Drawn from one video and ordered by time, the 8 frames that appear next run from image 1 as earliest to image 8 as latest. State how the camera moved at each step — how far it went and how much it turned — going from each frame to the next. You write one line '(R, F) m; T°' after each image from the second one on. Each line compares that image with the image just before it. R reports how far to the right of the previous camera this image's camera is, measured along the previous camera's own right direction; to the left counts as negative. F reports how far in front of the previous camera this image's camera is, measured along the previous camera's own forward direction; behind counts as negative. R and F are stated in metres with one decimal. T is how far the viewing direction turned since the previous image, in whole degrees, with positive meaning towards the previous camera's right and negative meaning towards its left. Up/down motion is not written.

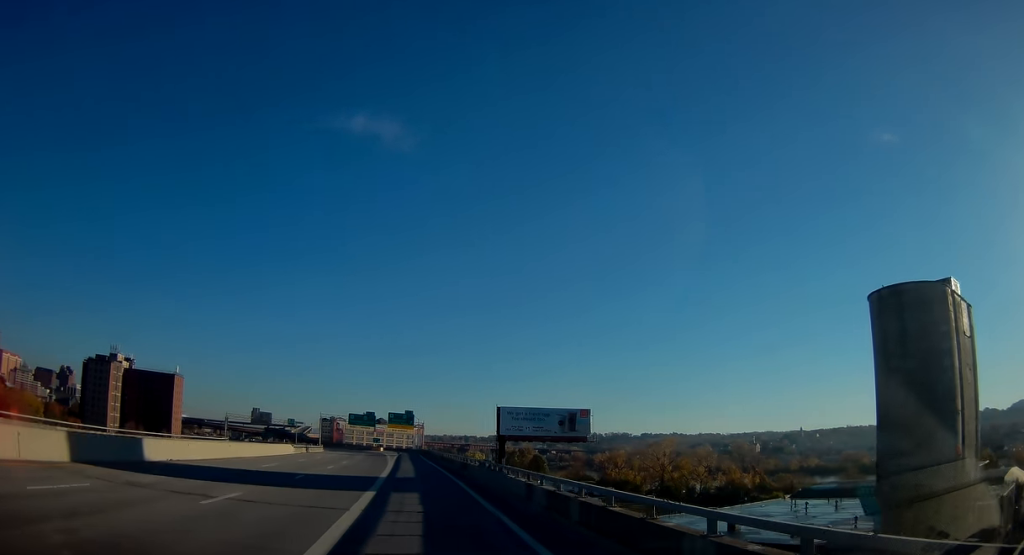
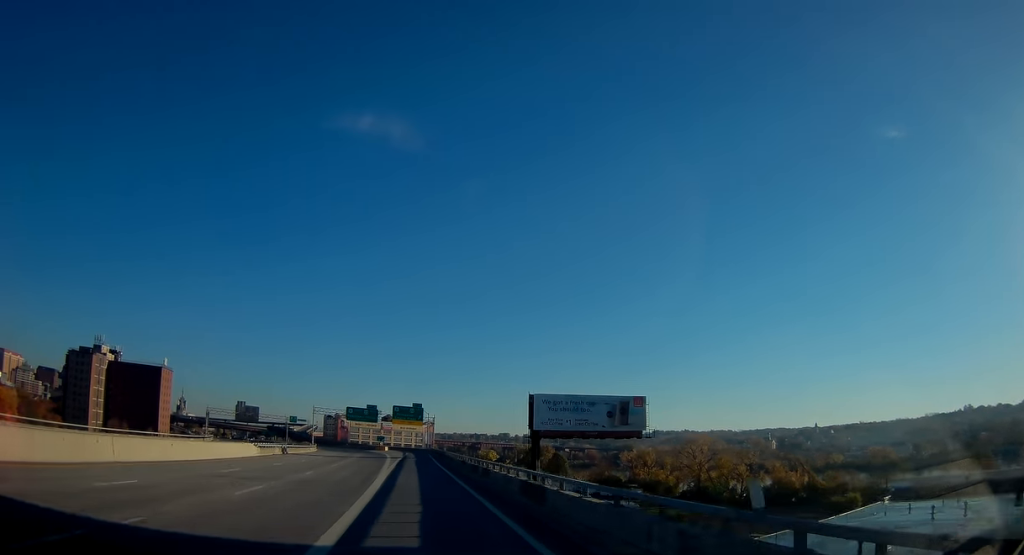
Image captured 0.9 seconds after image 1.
(-0.1, +21.3) m; 0°
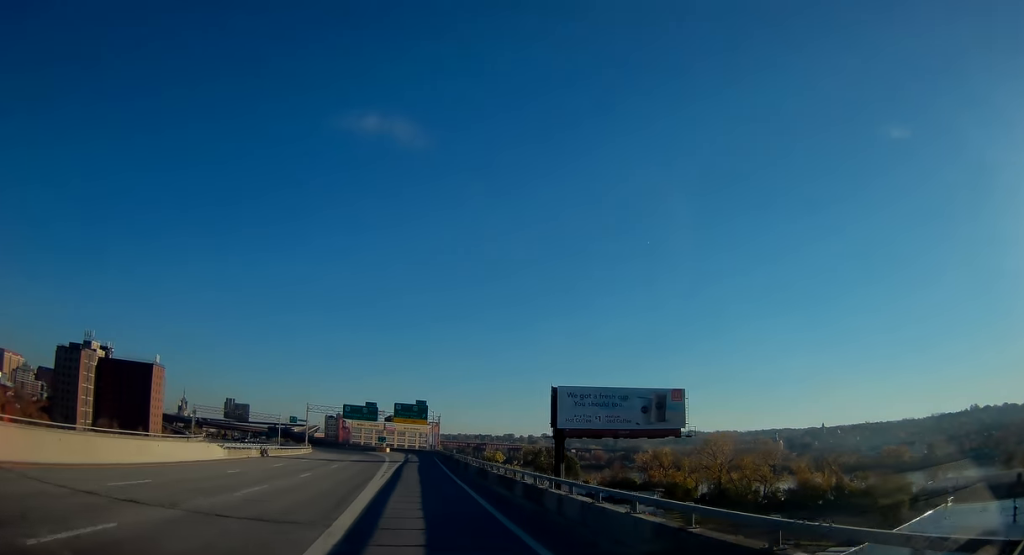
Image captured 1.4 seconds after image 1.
(-0.1, +11.1) m; 0°
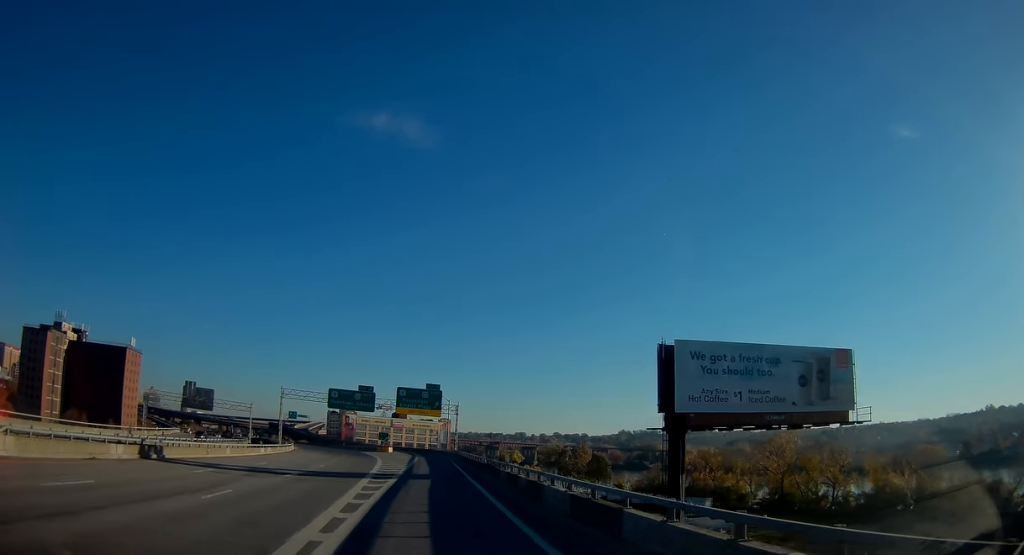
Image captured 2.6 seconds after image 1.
(-0.1, +28.2) m; -1°
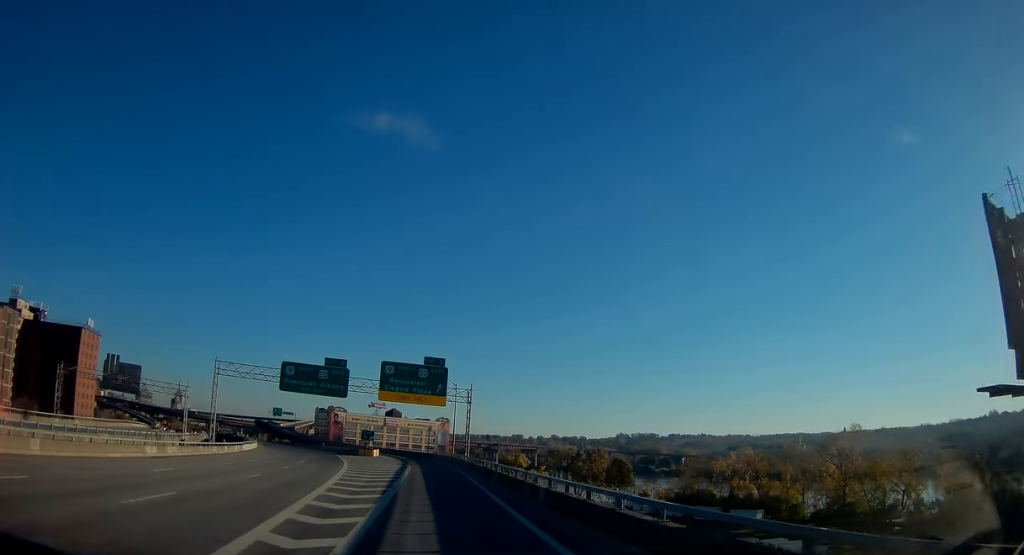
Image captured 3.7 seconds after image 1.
(-0.3, +27.0) m; 0°
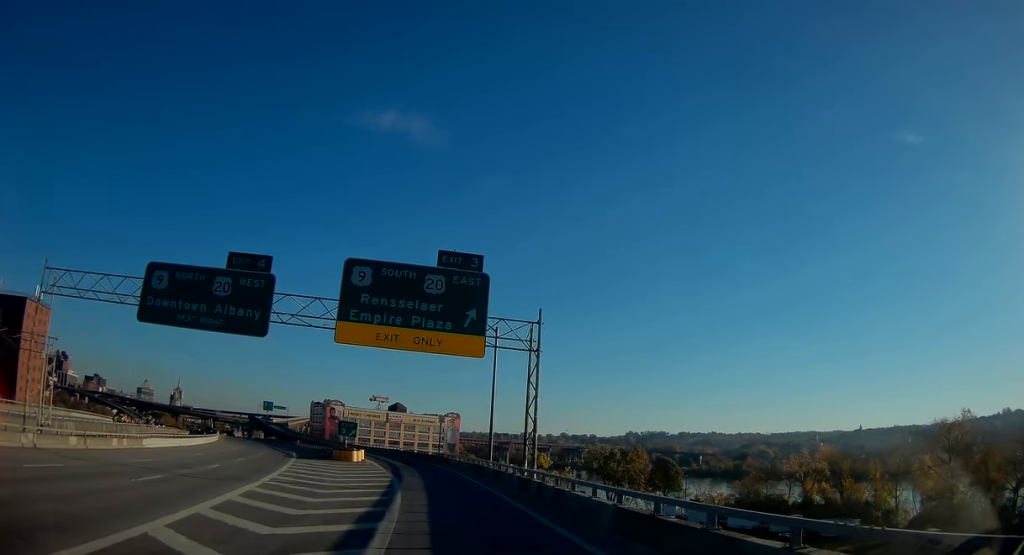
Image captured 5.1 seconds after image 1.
(0.0, +31.0) m; -1°
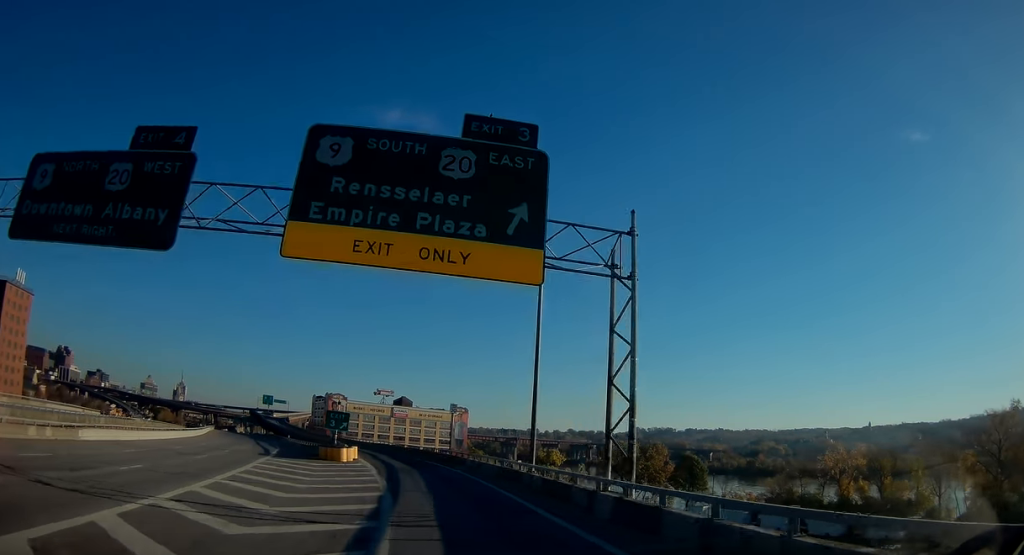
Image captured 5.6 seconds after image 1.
(+0.1, +11.3) m; -1°
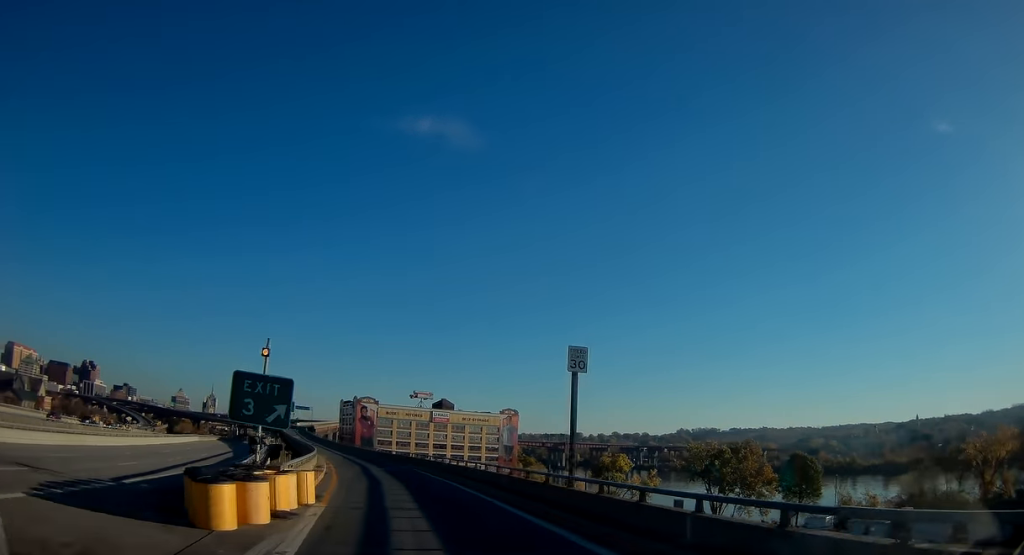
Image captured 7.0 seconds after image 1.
(-0.8, +31.2) m; -4°
